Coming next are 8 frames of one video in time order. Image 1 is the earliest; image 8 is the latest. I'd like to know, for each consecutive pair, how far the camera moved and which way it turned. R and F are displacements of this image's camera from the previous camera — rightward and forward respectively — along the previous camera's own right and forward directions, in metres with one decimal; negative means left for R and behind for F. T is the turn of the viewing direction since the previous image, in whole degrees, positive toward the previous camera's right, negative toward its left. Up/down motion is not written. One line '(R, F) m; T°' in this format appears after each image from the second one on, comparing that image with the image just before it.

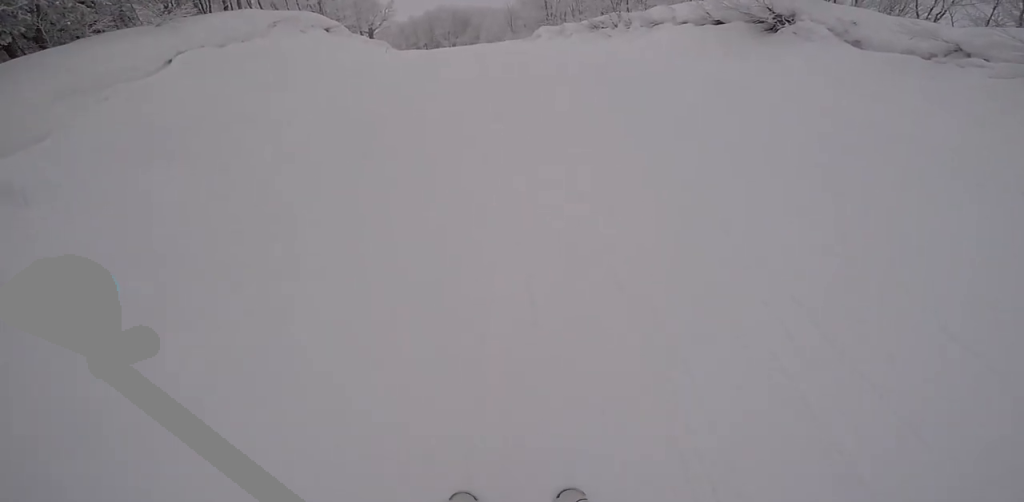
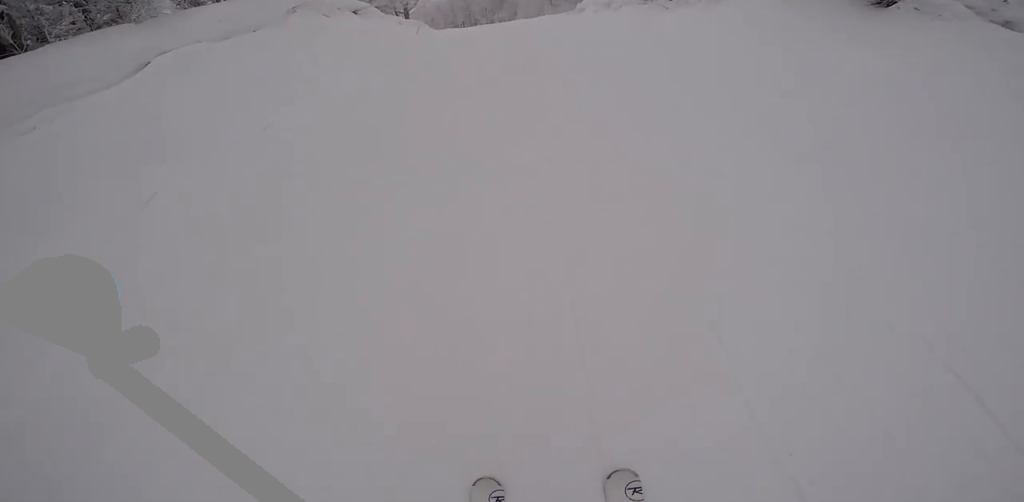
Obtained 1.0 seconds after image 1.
(-0.6, +2.5) m; -16°
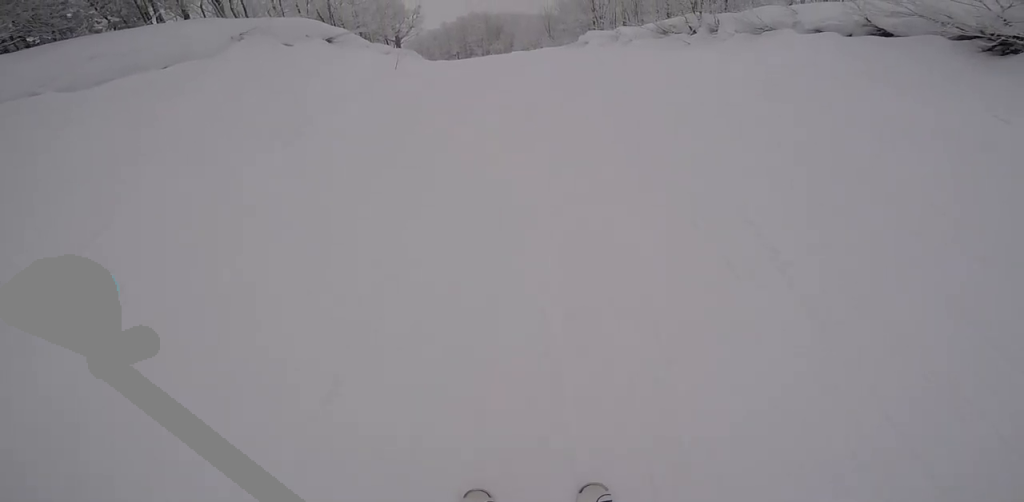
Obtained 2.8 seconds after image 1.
(-0.1, +4.7) m; +13°
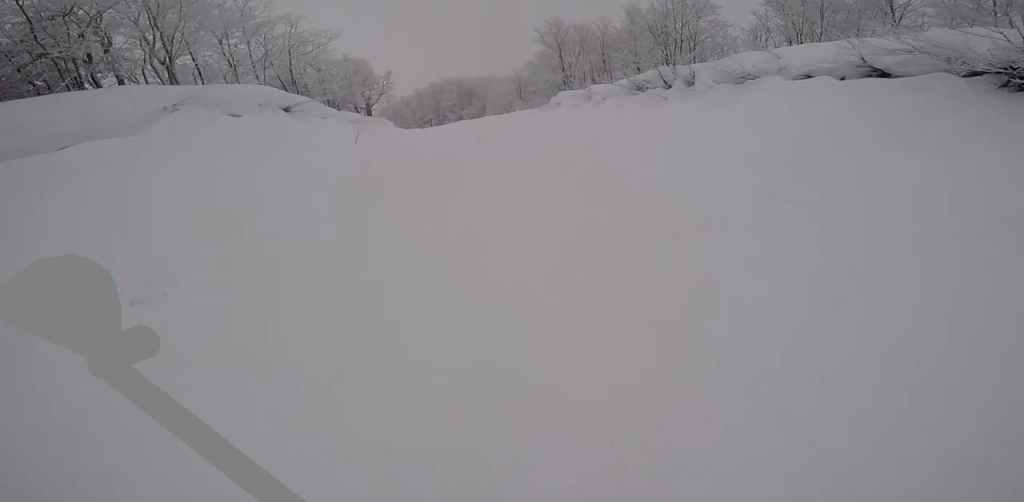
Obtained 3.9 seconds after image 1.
(+0.6, +2.5) m; +18°
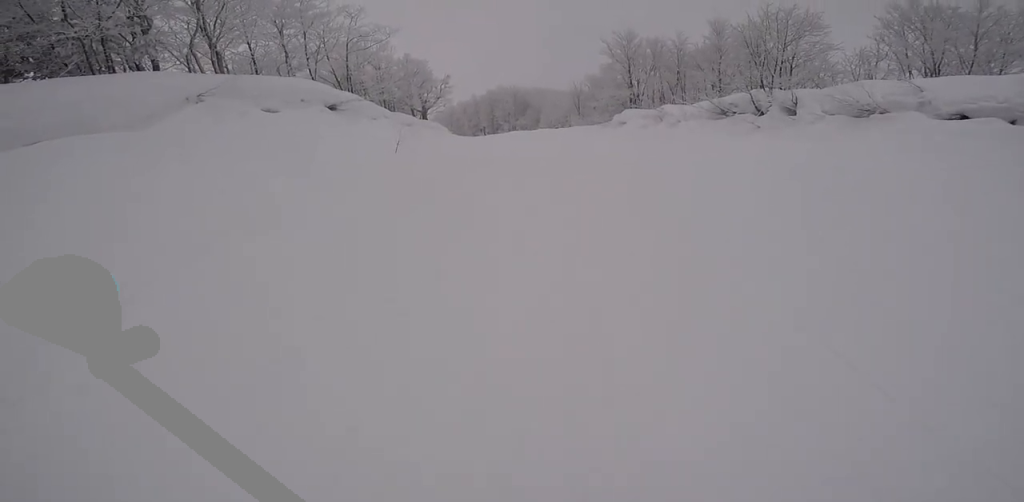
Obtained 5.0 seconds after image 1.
(+0.3, +3.0) m; -7°
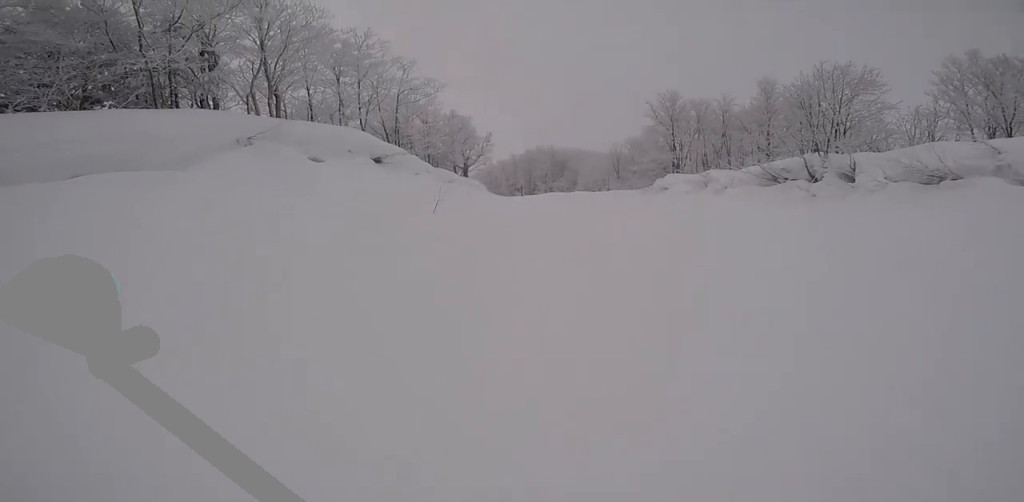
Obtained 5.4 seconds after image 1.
(-0.1, +1.0) m; -6°
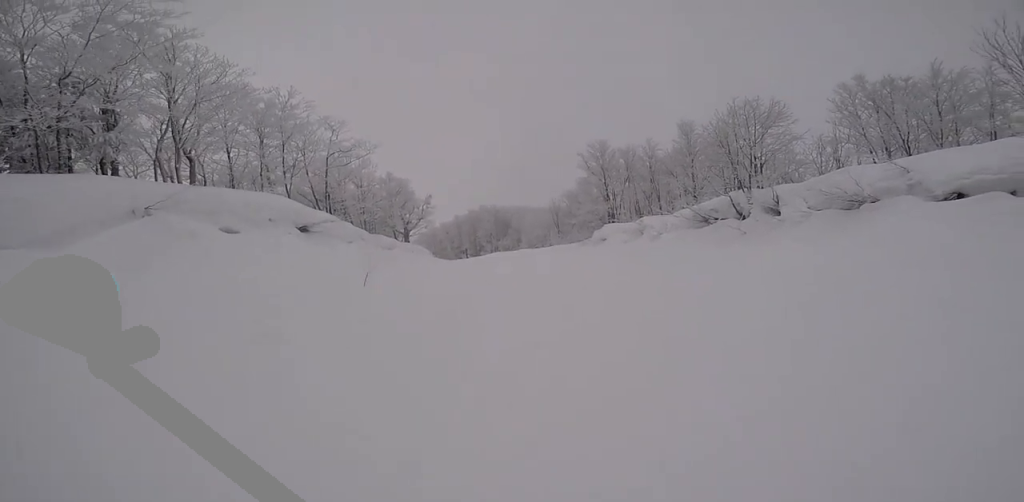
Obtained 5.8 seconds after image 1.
(-0.2, +1.0) m; -7°
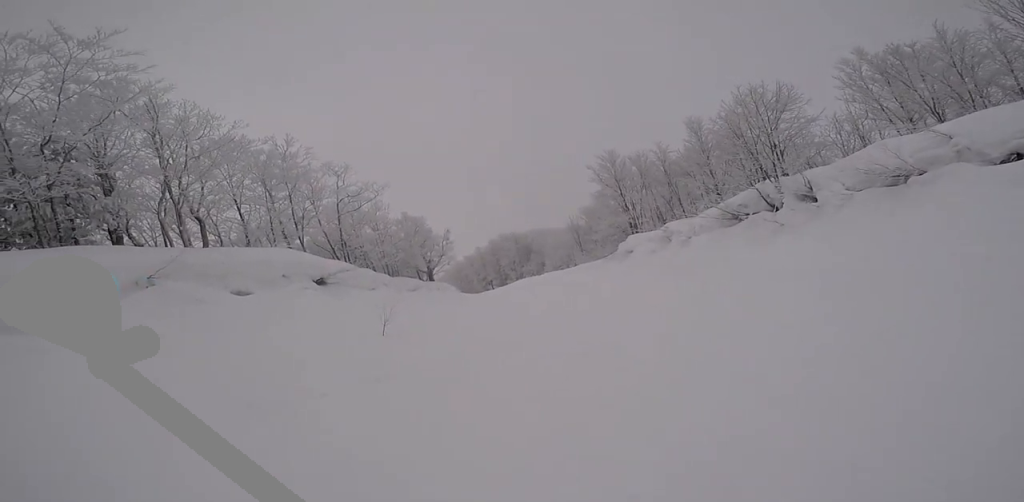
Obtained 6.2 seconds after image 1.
(-0.1, +1.0) m; -5°
